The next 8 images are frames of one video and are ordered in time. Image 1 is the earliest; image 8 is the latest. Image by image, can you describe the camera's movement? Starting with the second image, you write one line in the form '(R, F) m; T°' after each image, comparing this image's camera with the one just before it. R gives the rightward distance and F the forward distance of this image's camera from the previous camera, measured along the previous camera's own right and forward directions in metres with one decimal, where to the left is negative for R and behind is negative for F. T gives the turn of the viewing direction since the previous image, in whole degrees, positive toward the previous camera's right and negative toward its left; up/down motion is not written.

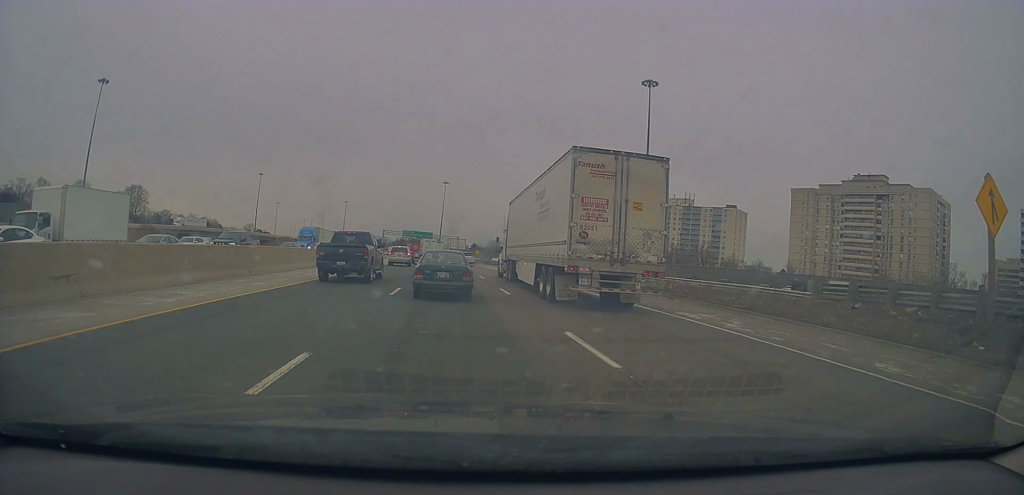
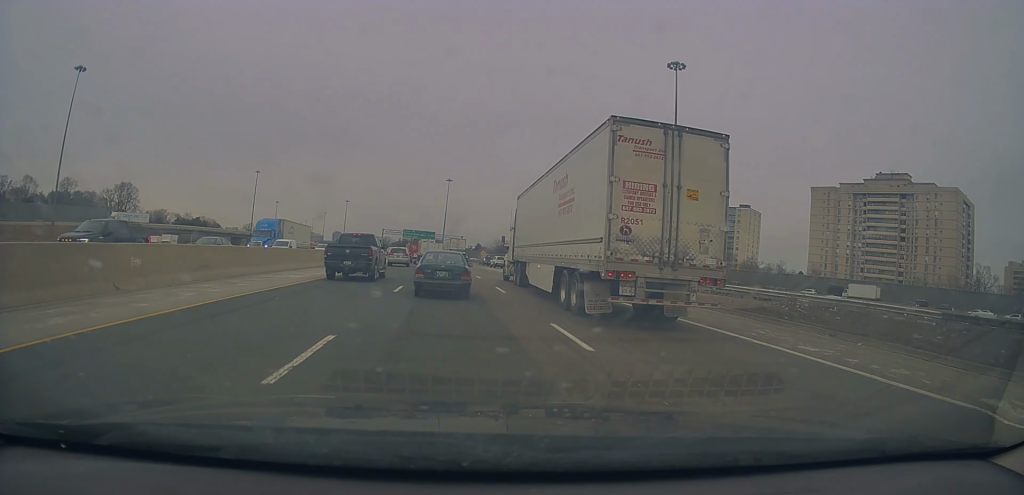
(-0.5, +10.8) m; -1°
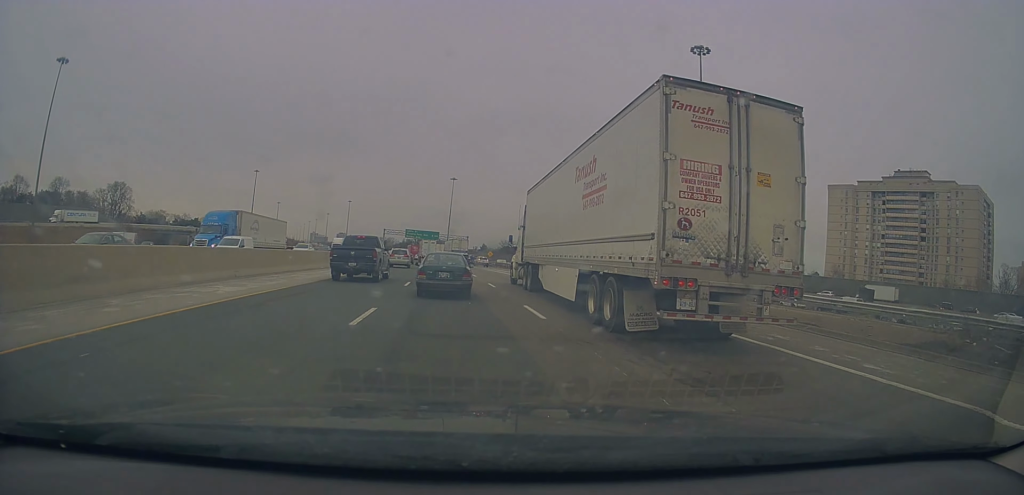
(+0.4, +7.8) m; 0°
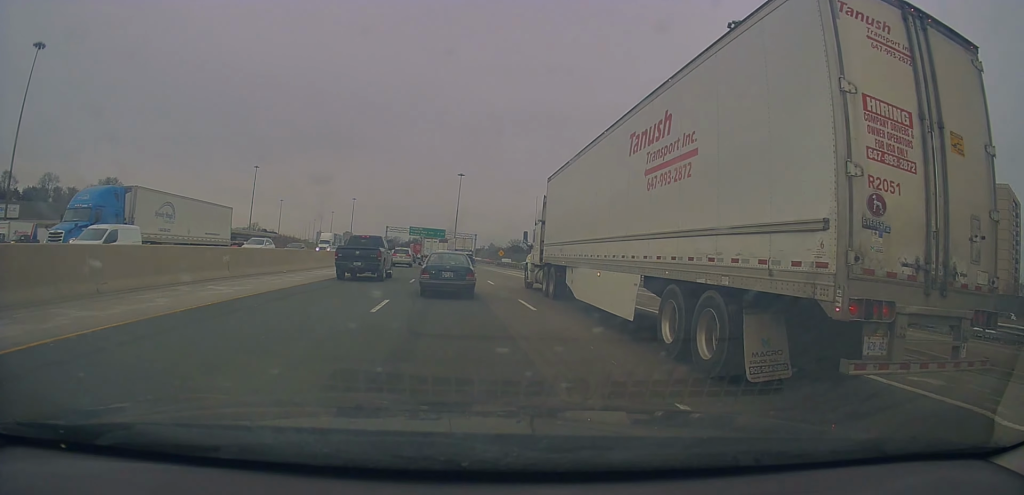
(-0.3, +10.4) m; +1°
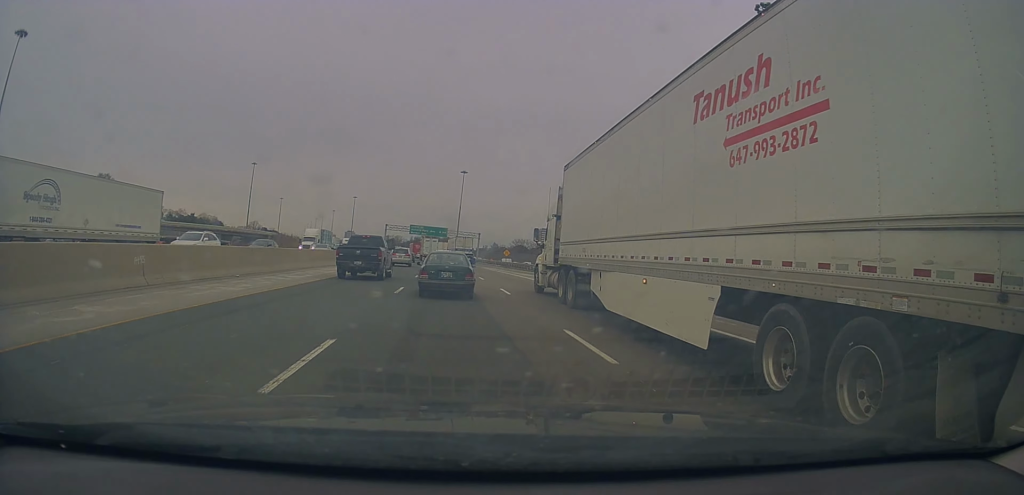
(+0.4, +7.3) m; +1°
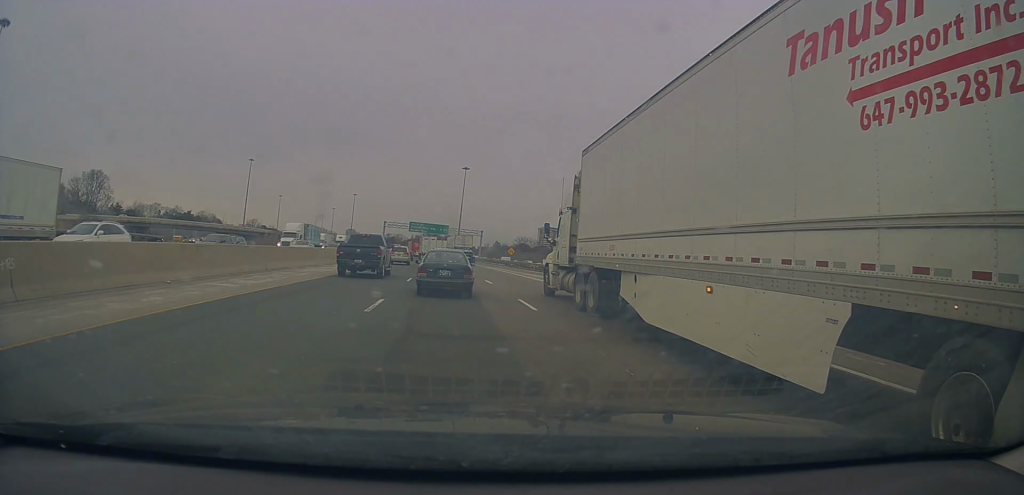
(-0.2, +5.8) m; -3°
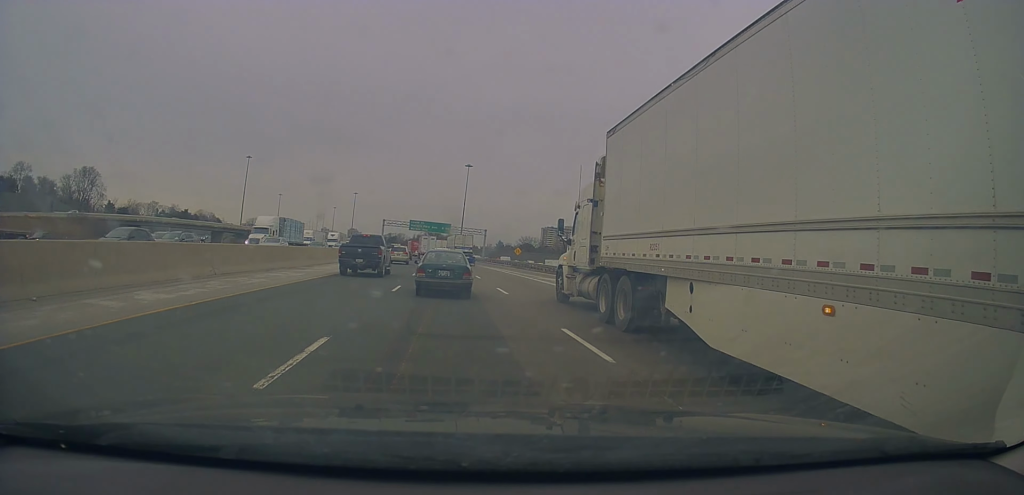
(-0.3, +6.7) m; -2°
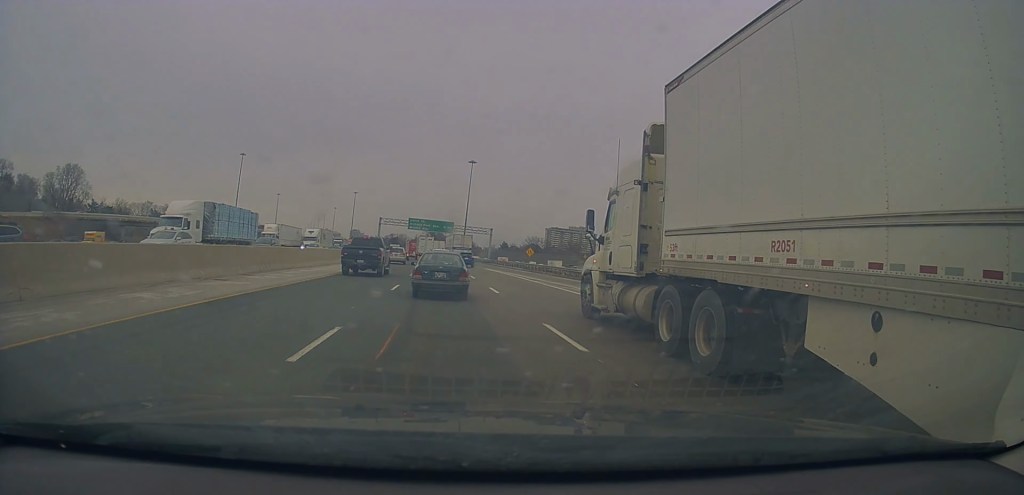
(+0.2, +11.6) m; +1°
